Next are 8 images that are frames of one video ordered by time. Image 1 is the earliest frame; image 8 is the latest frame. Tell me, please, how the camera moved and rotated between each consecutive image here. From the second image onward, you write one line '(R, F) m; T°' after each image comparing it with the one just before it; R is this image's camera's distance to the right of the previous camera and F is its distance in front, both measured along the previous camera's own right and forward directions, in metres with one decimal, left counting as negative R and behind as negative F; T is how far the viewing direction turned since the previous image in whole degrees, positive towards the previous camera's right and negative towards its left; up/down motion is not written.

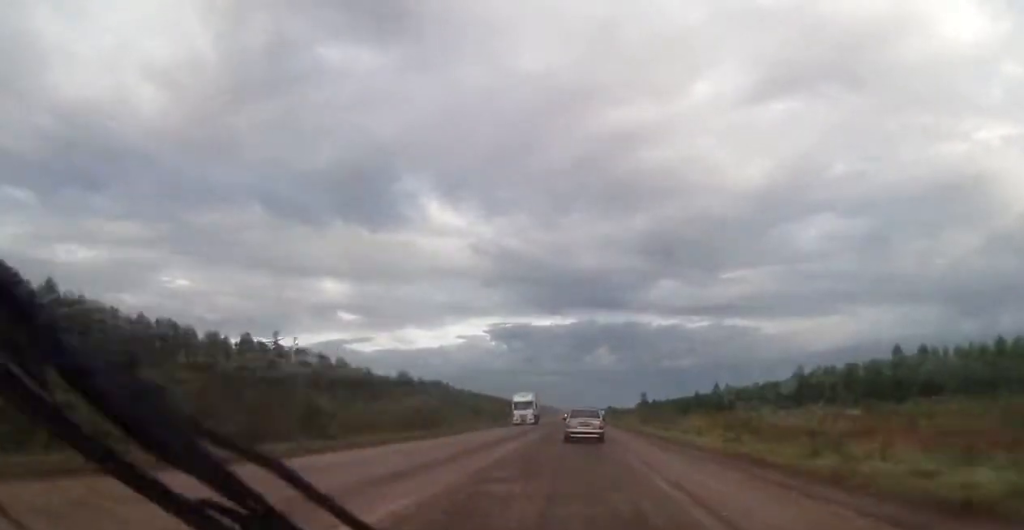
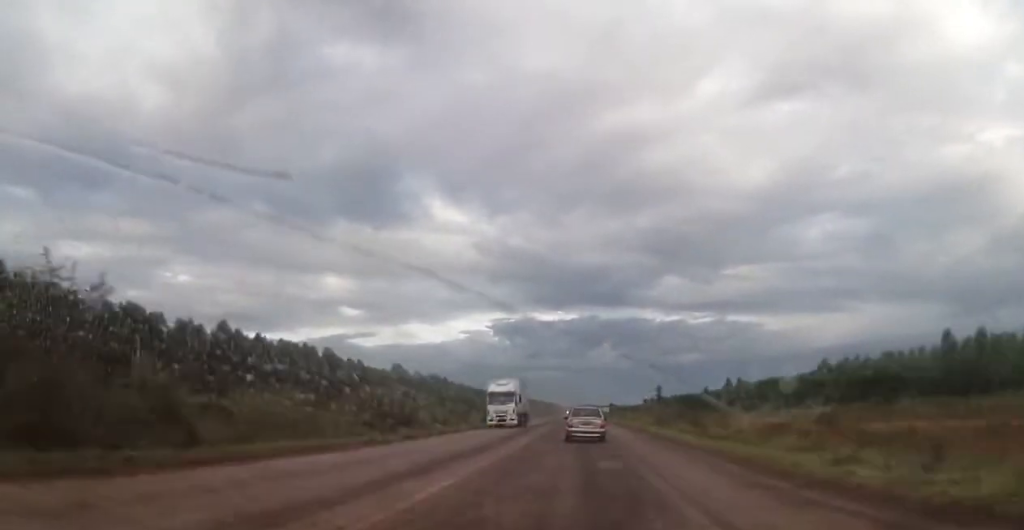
(0.0, +11.3) m; -1°
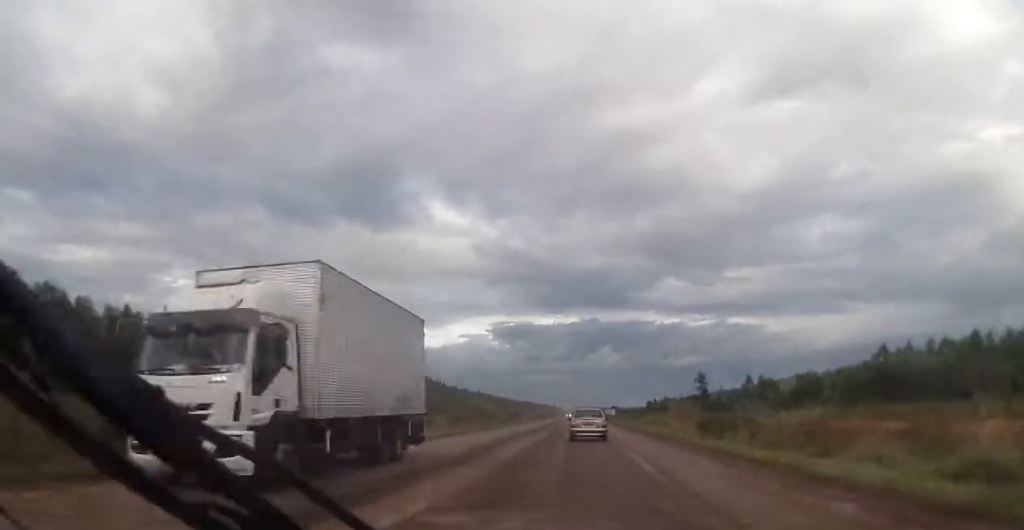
(-0.4, +20.4) m; 0°
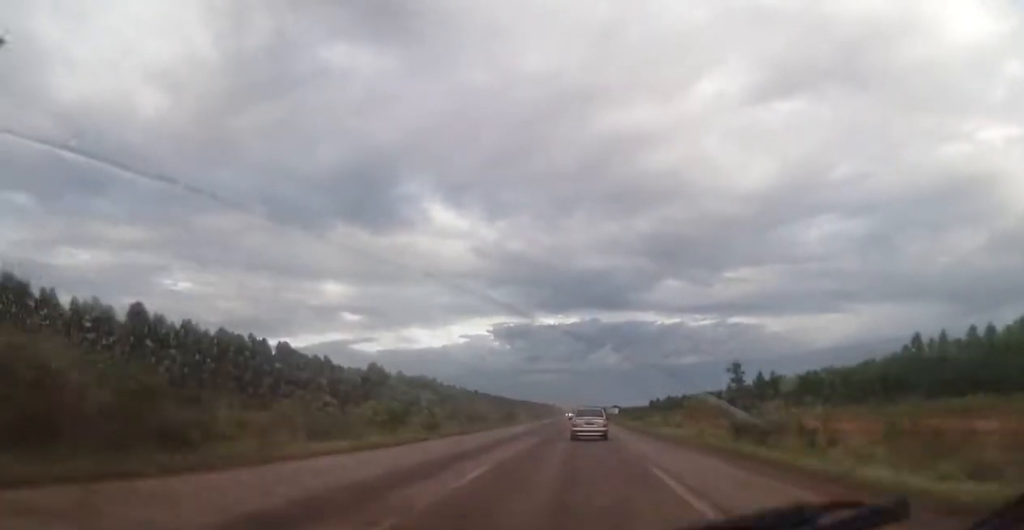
(+0.2, +8.4) m; 0°
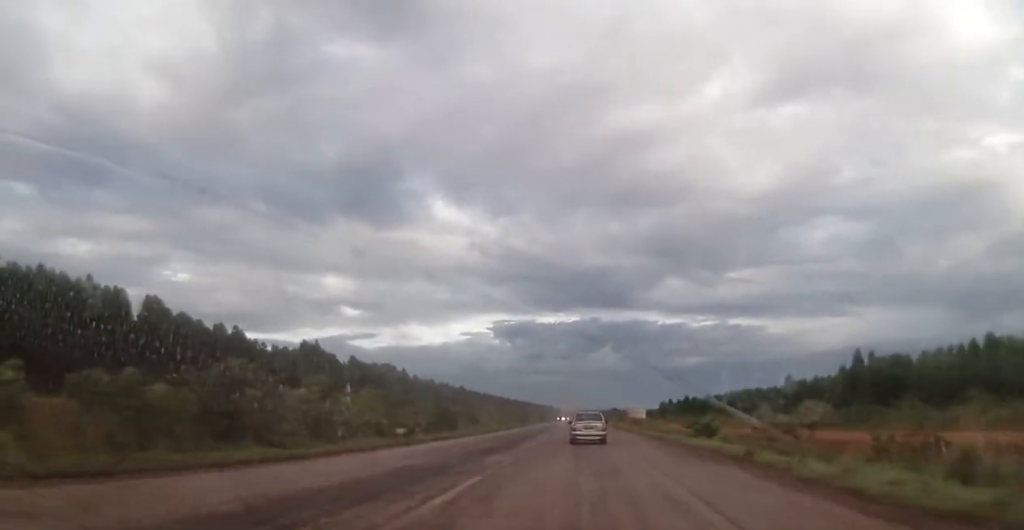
(+0.4, +50.9) m; 0°
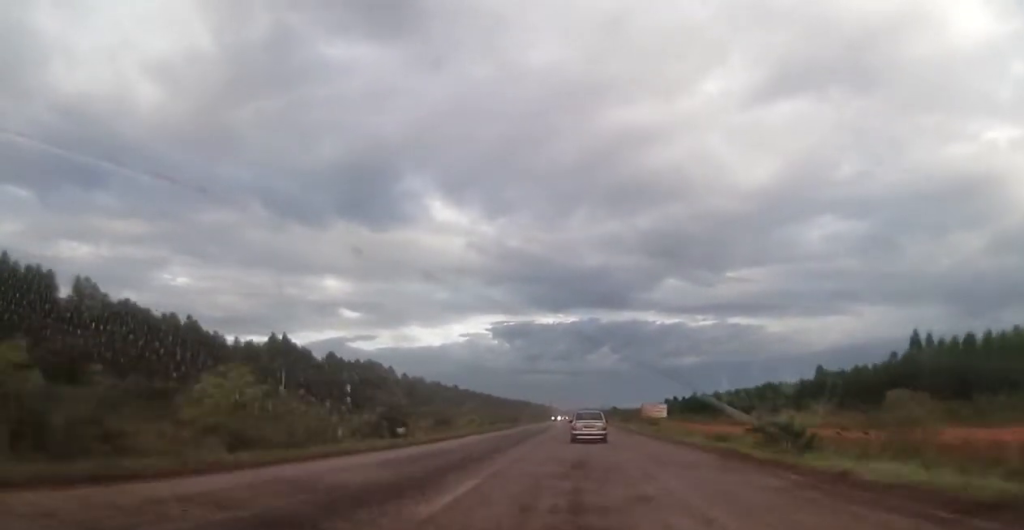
(-0.3, +17.1) m; 0°
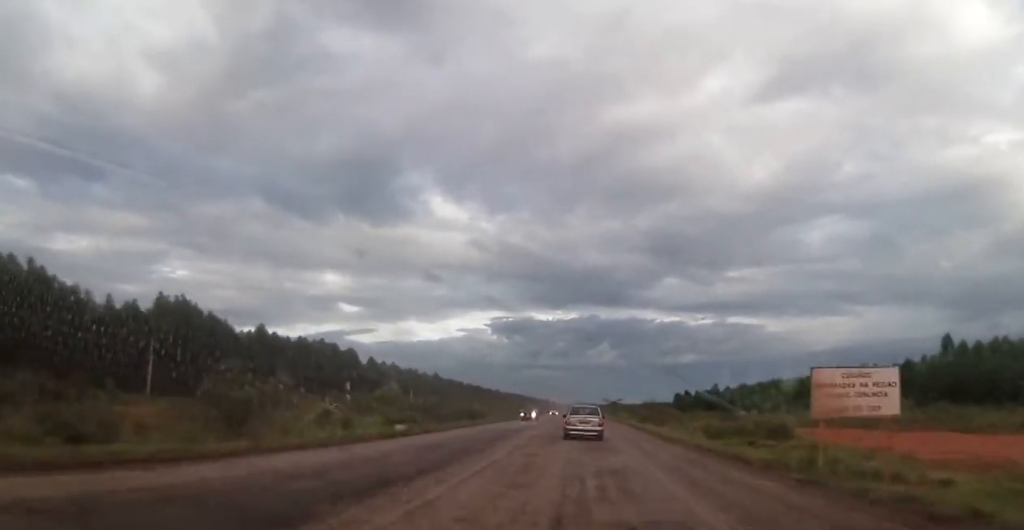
(+0.6, +40.6) m; +1°
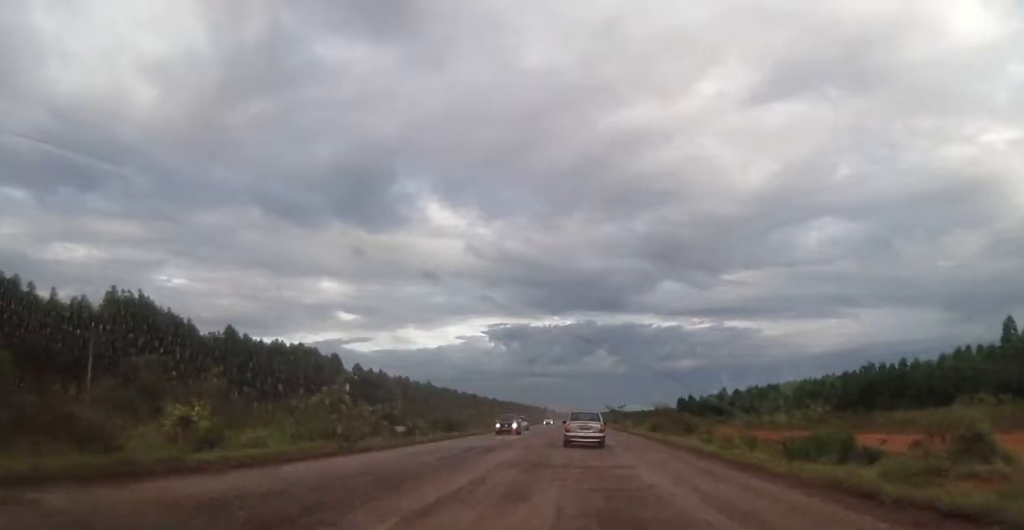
(0.0, +12.0) m; 0°
